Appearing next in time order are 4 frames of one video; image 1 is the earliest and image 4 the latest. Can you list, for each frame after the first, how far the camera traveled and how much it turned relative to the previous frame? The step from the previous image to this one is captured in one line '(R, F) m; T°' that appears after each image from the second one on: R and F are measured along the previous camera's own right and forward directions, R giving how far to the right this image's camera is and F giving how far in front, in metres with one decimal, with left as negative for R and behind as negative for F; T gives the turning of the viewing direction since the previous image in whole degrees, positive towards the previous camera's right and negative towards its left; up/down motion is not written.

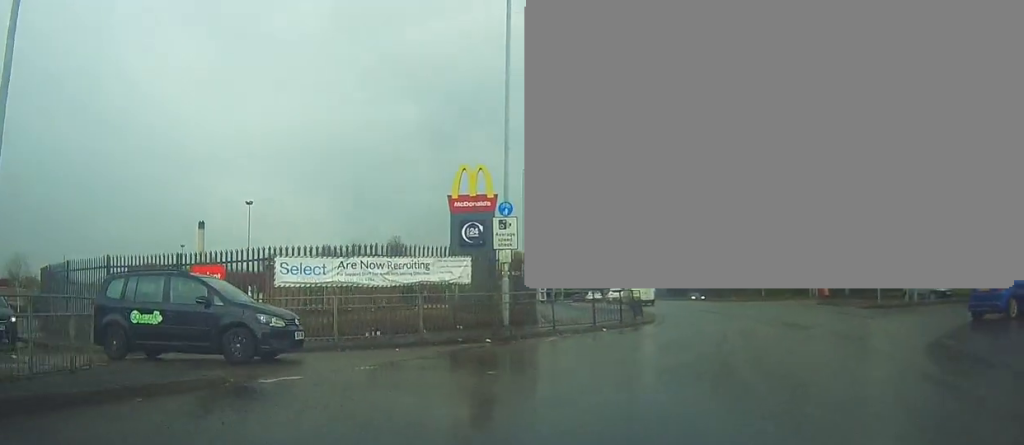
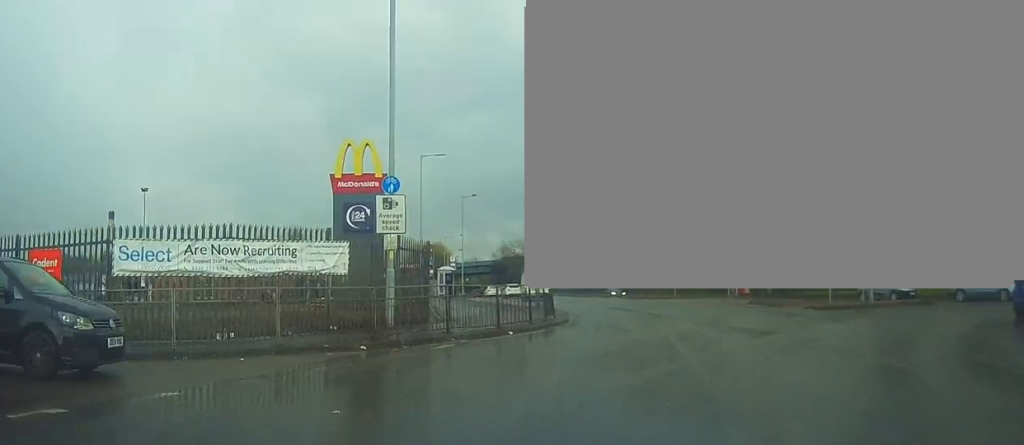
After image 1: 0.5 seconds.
(-0.1, +3.5) m; +7°
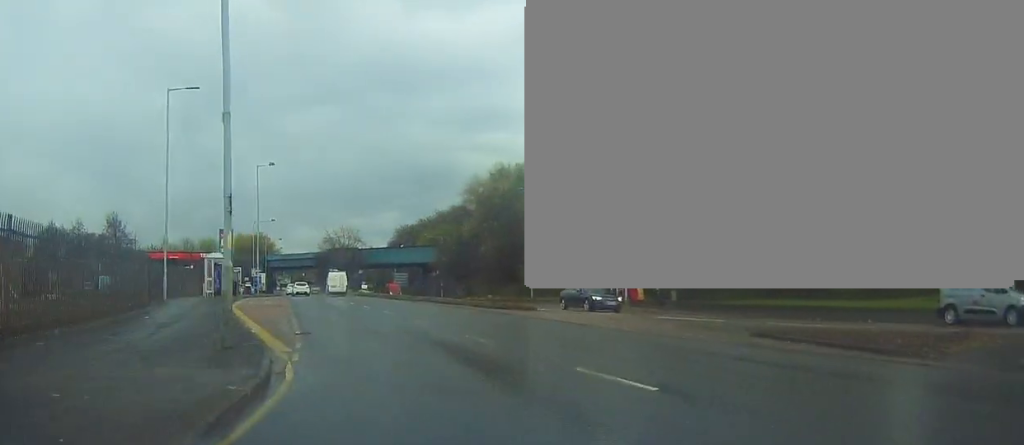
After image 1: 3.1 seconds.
(+4.2, +18.4) m; +14°
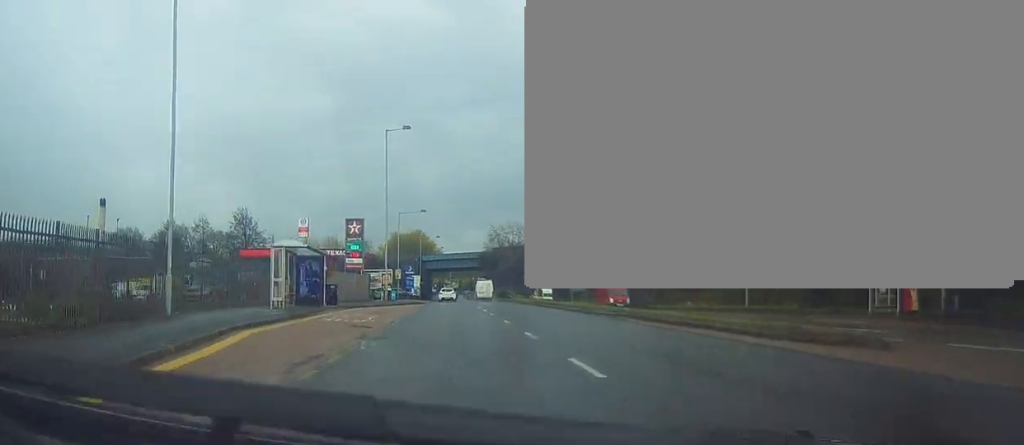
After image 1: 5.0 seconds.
(-1.4, +15.9) m; -12°
